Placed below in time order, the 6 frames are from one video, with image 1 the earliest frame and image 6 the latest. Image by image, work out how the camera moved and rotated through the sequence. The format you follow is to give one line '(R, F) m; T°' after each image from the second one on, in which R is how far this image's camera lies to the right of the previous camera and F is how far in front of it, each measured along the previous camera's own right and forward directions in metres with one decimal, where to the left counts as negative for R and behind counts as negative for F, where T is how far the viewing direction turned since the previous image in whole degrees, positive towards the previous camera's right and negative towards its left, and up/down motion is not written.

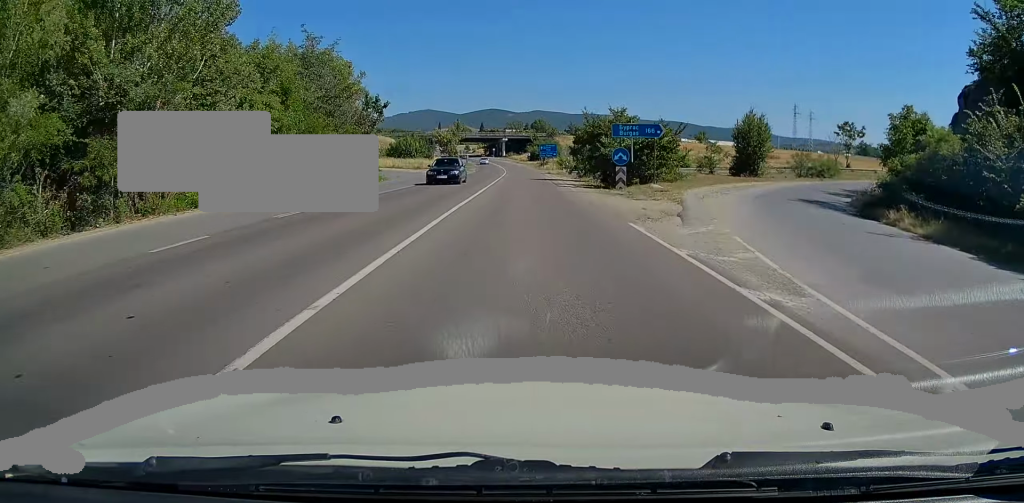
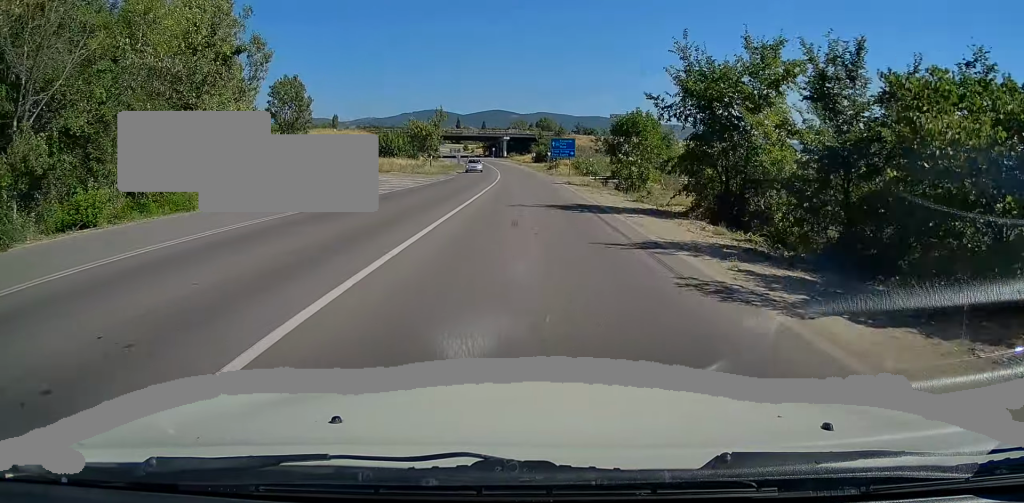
(-0.1, +26.1) m; 0°
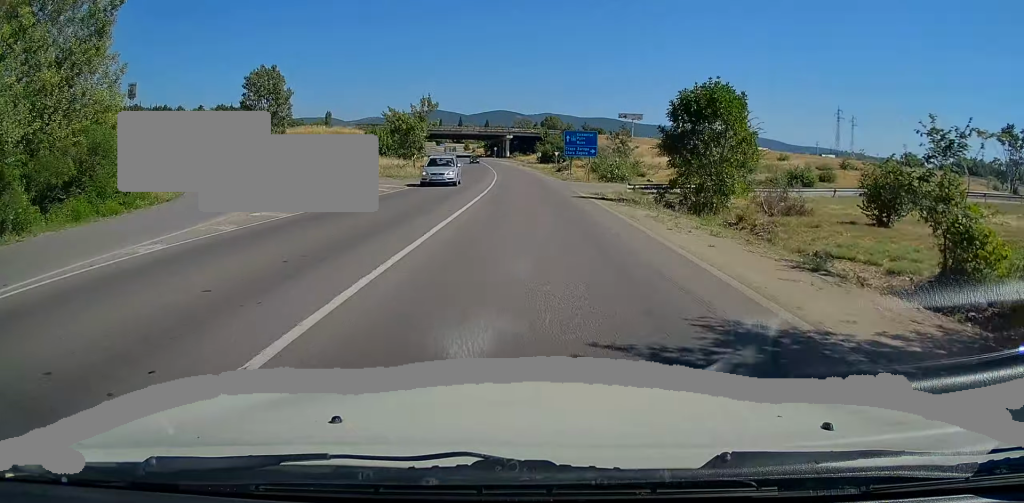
(0.0, +14.6) m; 0°
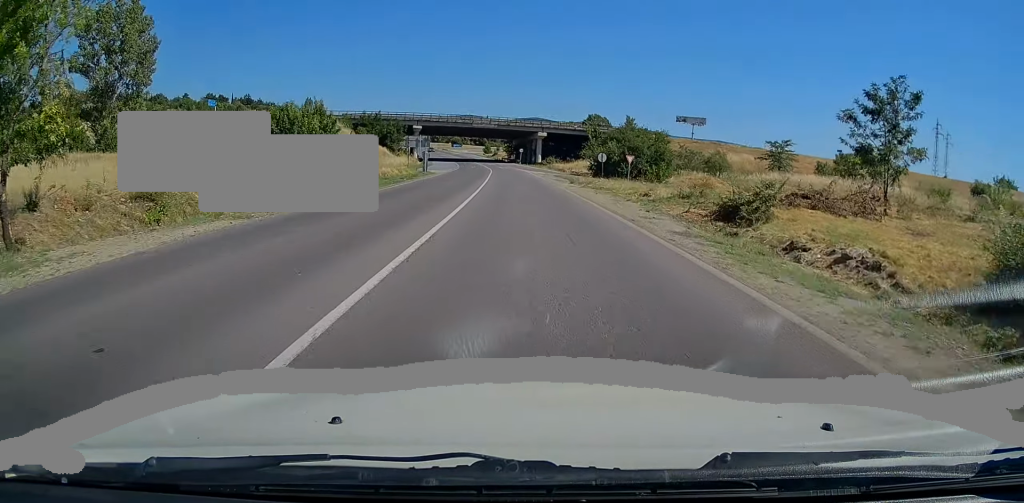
(-1.2, +56.6) m; -3°
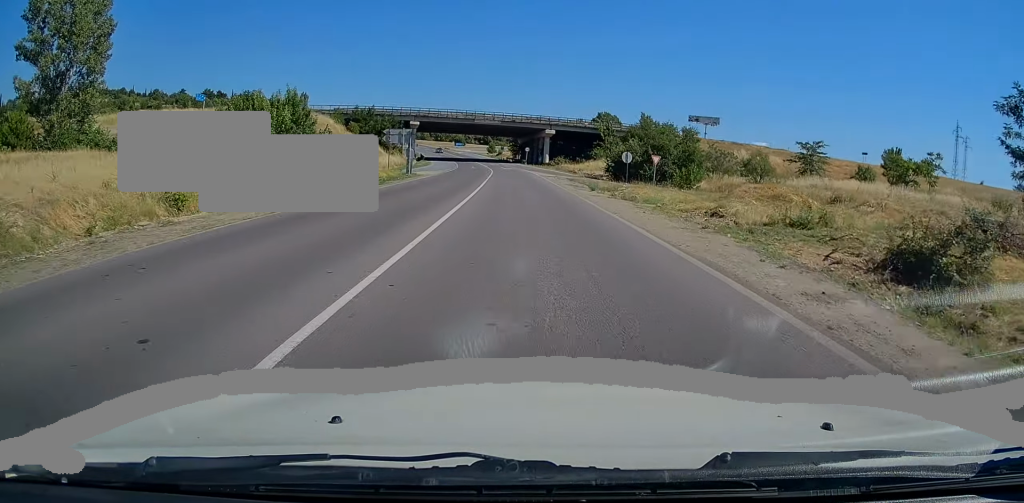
(-0.1, +9.8) m; -1°
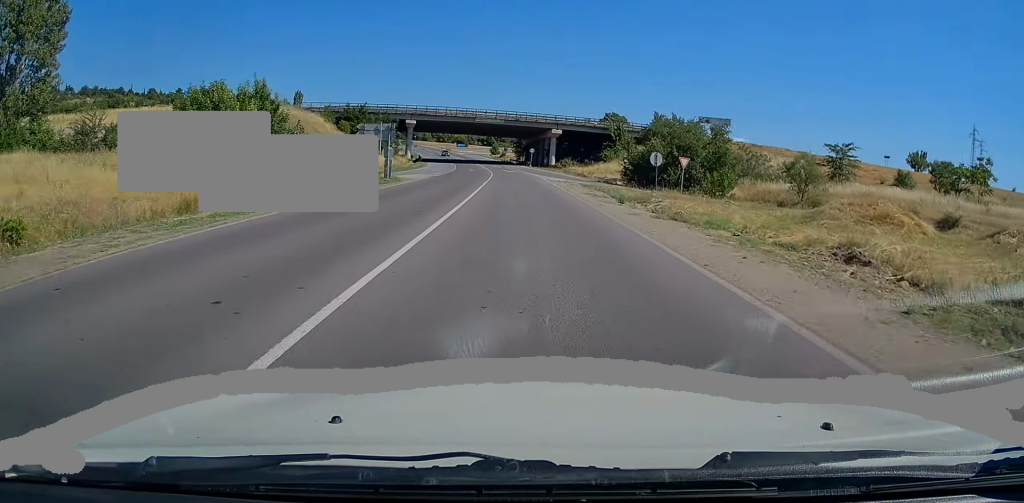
(0.0, +8.2) m; 0°
